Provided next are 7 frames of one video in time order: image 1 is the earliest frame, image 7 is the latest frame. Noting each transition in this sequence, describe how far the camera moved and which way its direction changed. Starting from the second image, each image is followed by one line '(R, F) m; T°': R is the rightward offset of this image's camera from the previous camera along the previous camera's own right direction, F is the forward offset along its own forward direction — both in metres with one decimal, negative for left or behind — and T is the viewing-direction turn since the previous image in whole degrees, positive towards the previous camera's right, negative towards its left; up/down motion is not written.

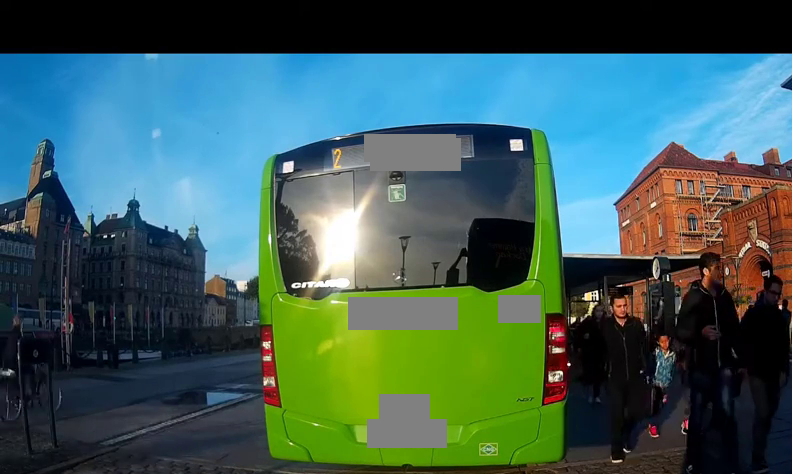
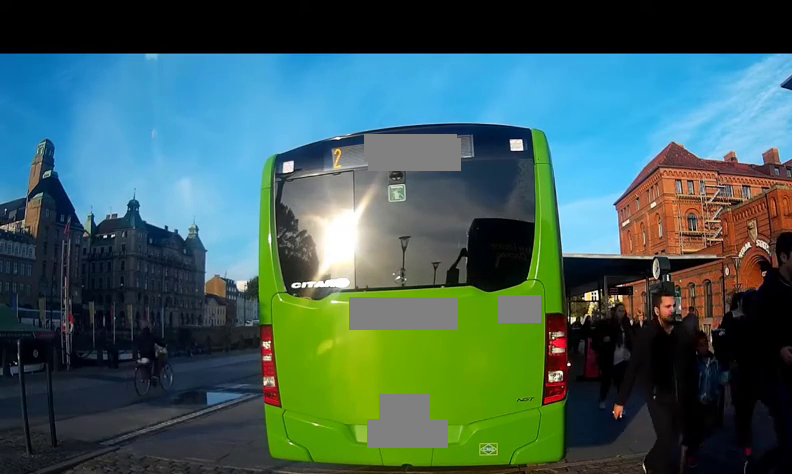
(0.0, 0.0) m; 0°
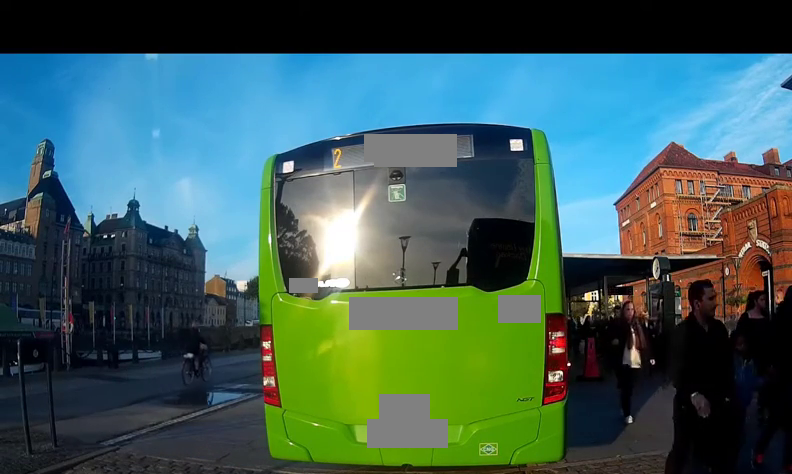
(0.0, 0.0) m; 0°
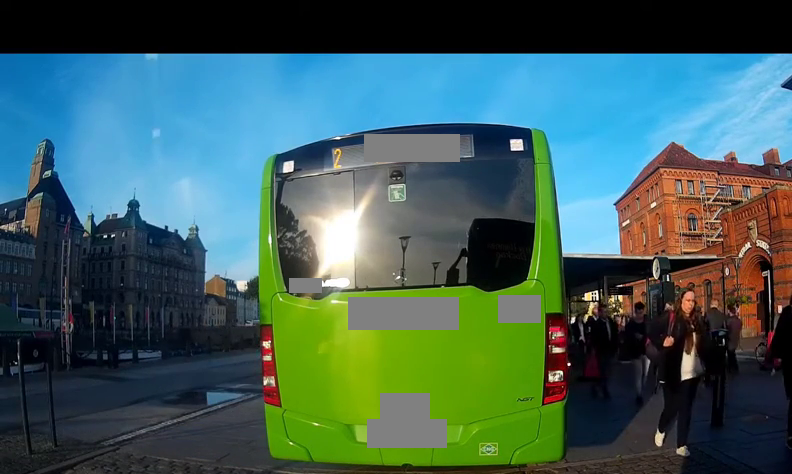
(0.0, 0.0) m; 0°
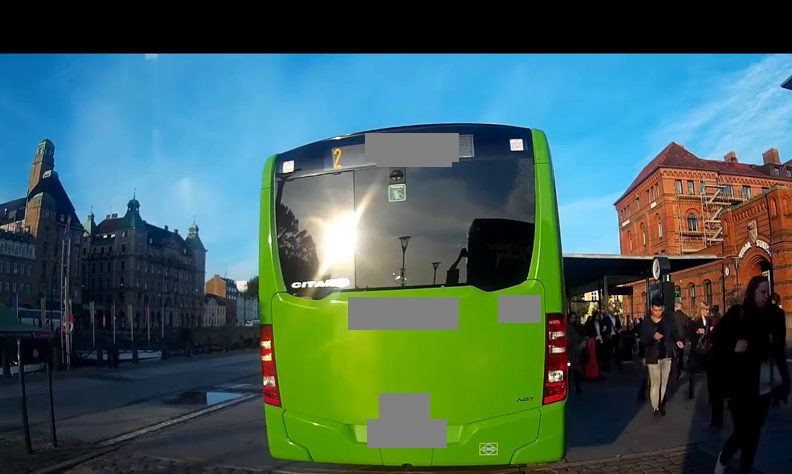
(0.0, 0.0) m; 0°
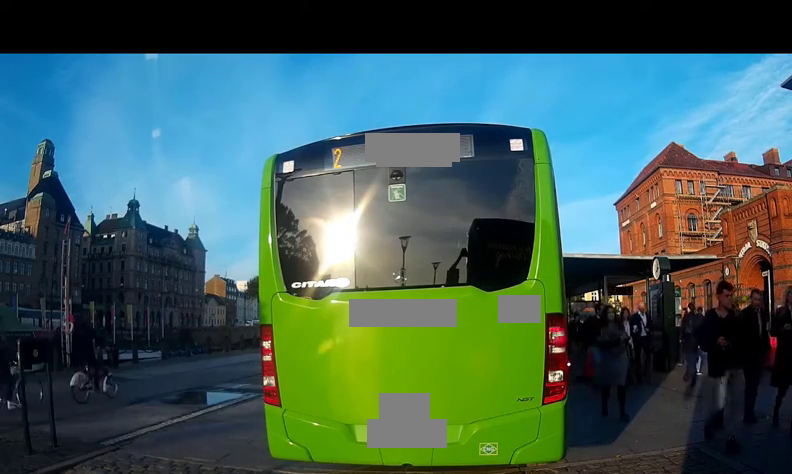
(0.0, 0.0) m; 0°
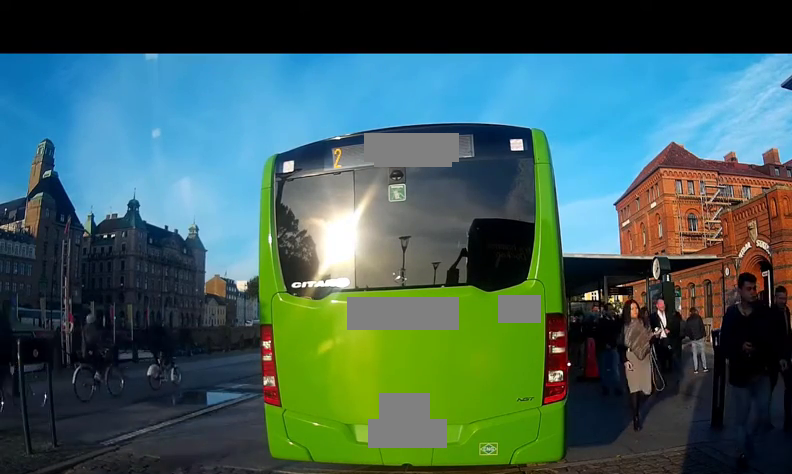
(0.0, 0.0) m; 0°
